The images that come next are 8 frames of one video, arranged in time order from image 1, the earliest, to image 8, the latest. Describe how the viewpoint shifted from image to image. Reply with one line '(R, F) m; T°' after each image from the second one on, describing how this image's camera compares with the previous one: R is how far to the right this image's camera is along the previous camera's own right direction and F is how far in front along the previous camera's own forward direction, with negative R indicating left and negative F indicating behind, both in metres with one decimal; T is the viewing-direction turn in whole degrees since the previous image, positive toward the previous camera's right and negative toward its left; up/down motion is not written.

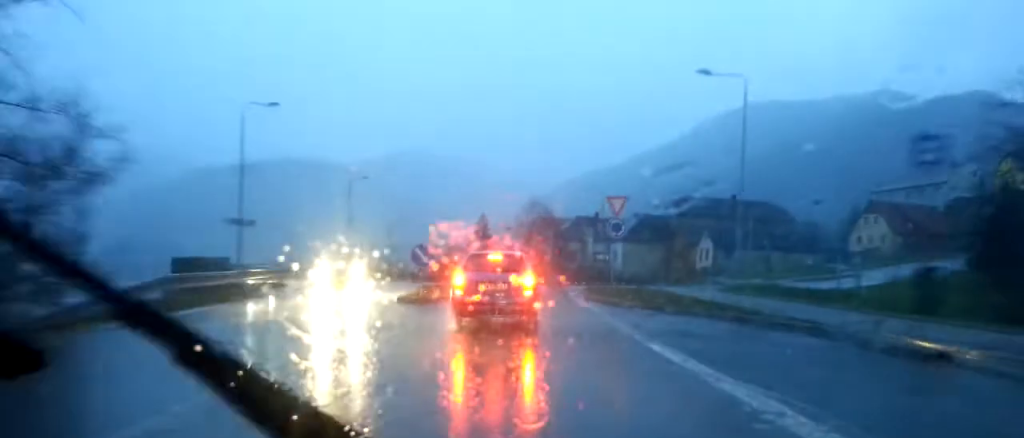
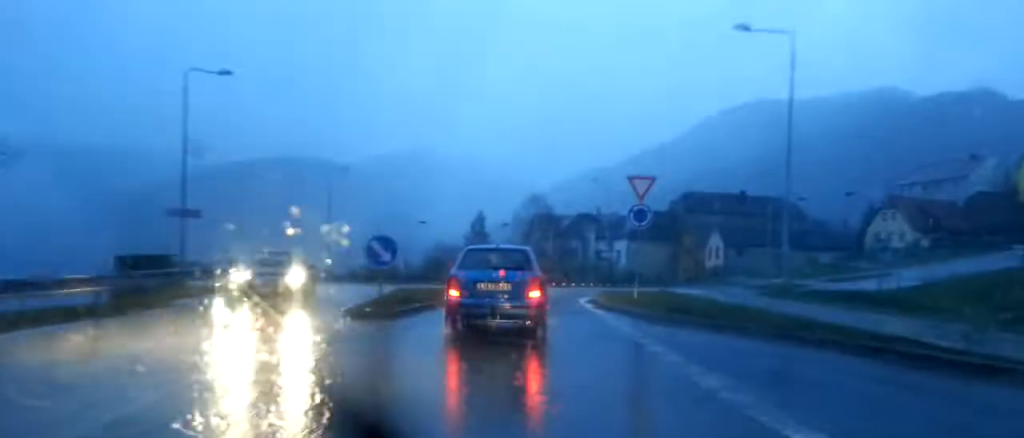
(-0.1, +5.6) m; -4°
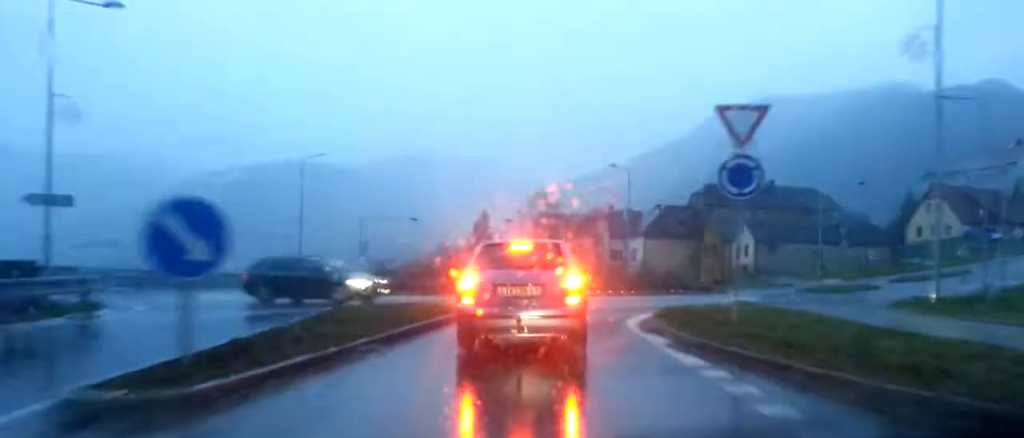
(-0.4, +8.6) m; 0°
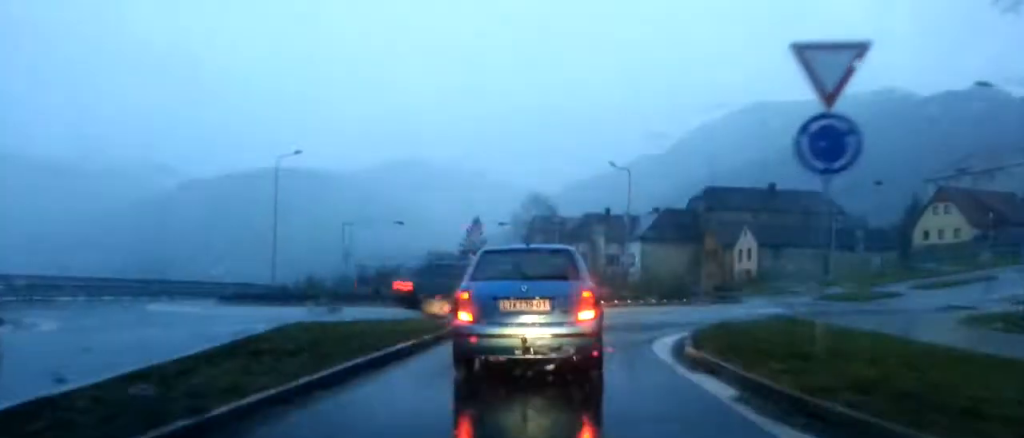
(+0.3, +3.6) m; +4°
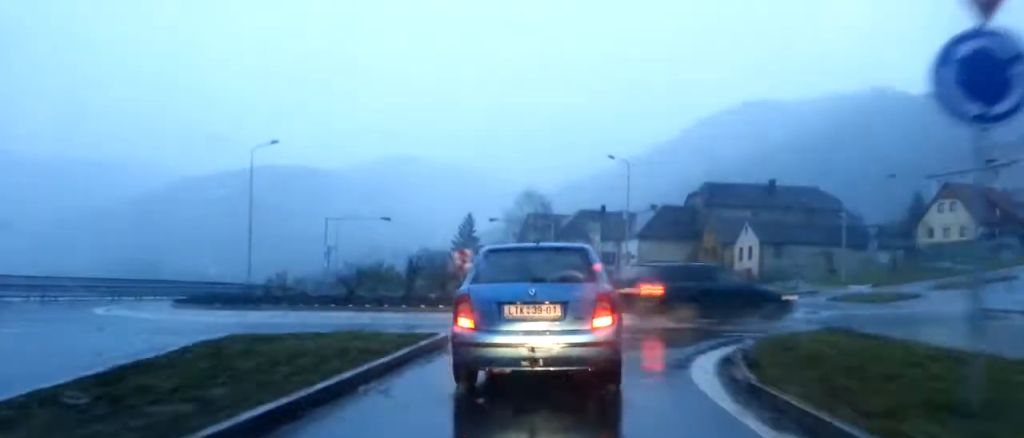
(0.0, +2.7) m; +3°
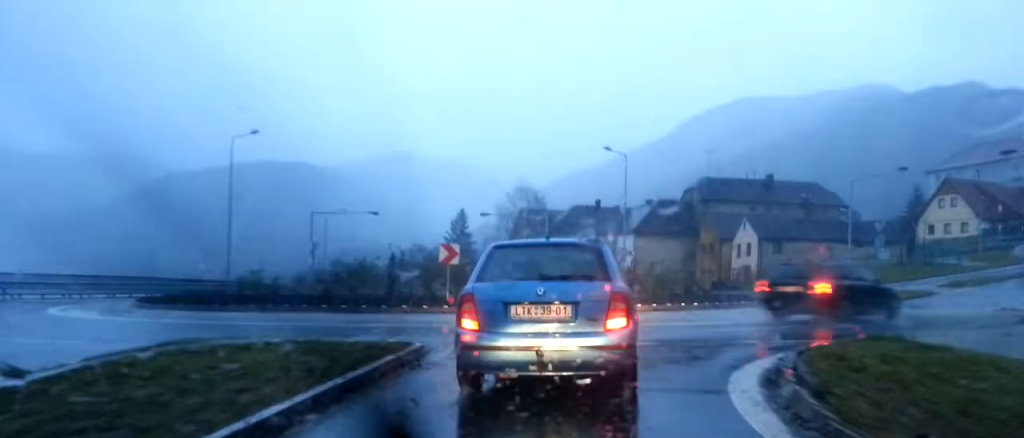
(+0.1, +1.8) m; +1°
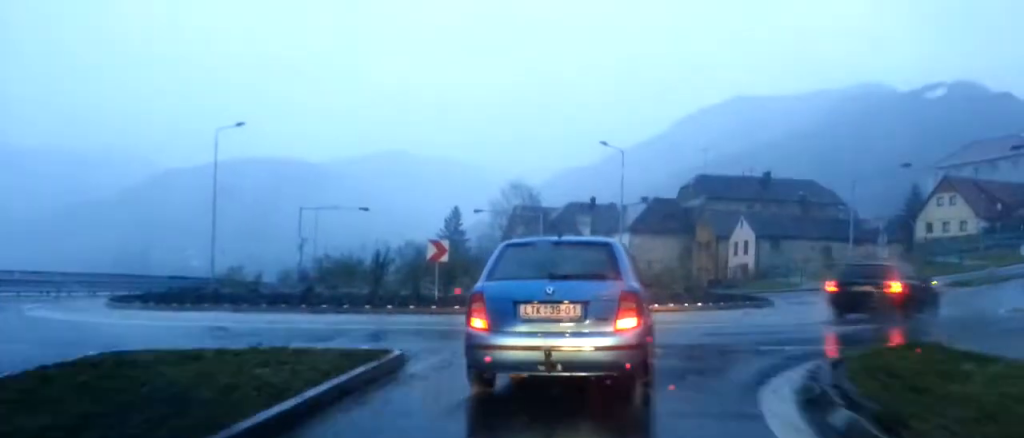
(+0.1, +1.1) m; 0°
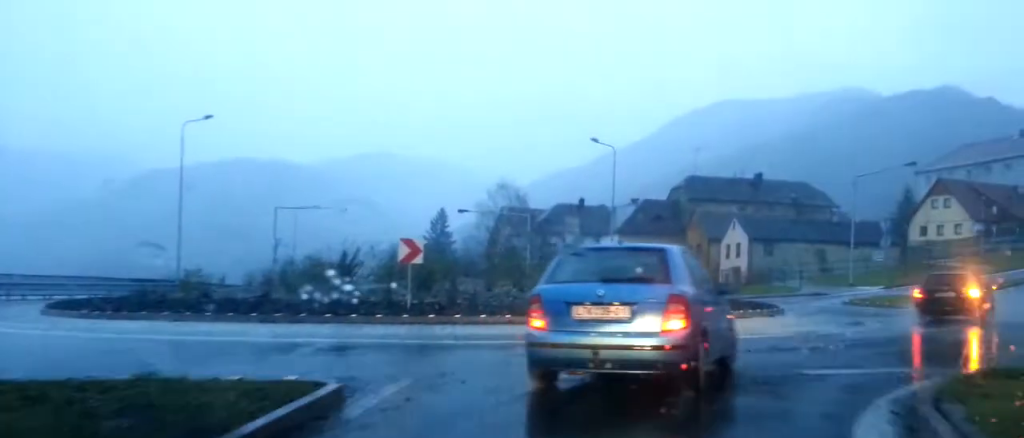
(-0.1, +2.2) m; +3°
